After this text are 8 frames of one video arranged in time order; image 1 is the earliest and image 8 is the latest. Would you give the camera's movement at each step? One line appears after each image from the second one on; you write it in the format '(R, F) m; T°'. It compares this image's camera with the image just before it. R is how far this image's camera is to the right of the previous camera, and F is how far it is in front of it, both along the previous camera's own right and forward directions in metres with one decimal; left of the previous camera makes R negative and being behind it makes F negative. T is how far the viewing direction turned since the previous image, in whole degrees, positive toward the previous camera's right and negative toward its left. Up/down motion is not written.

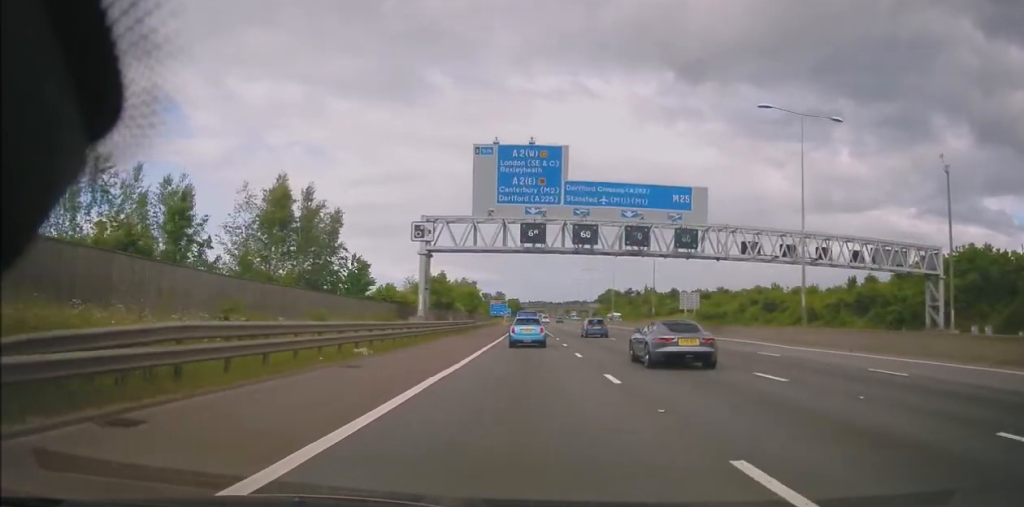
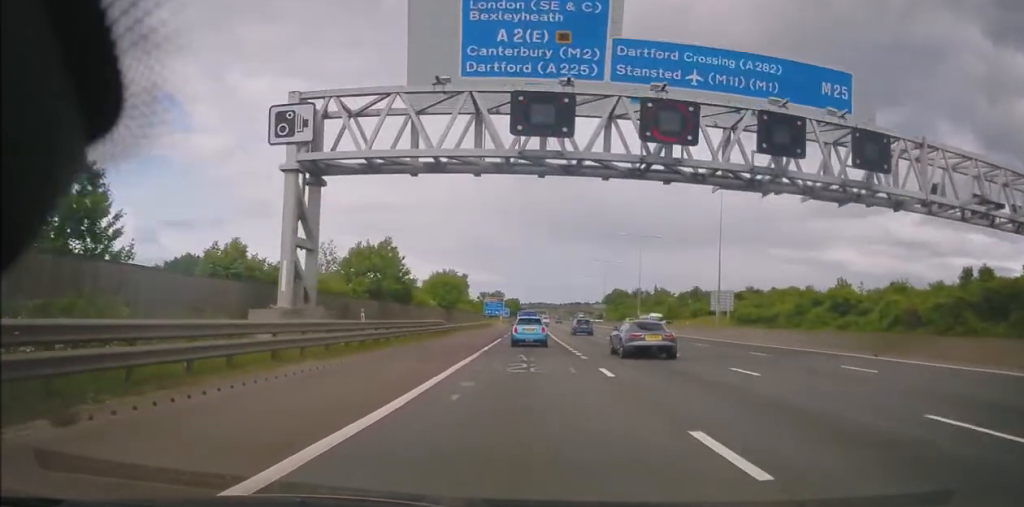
(+0.3, +25.6) m; +2°
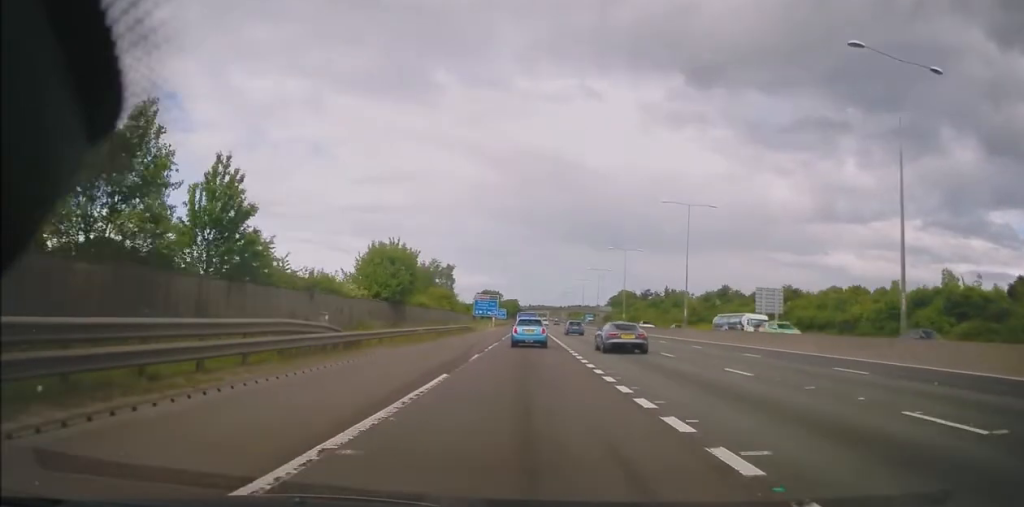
(+0.1, +25.8) m; -1°
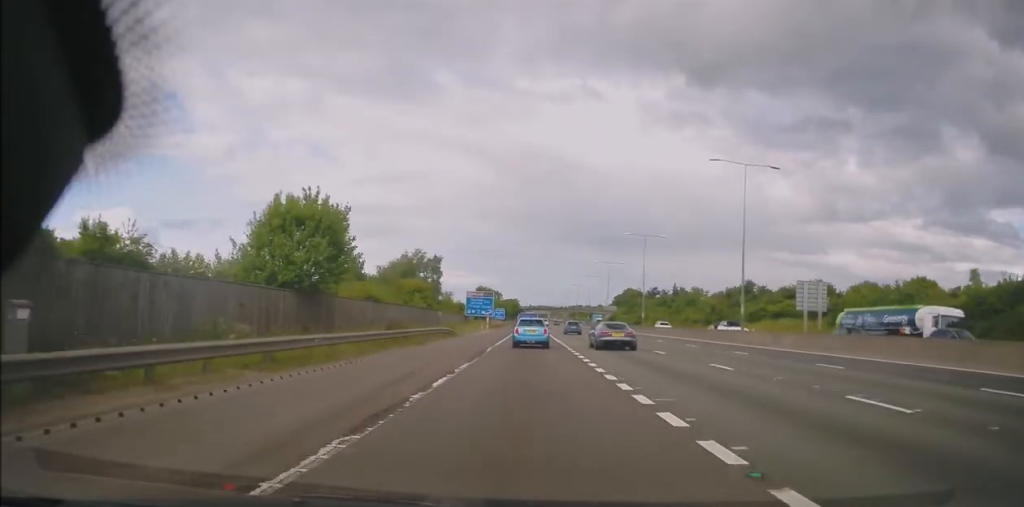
(-0.3, +15.9) m; 0°
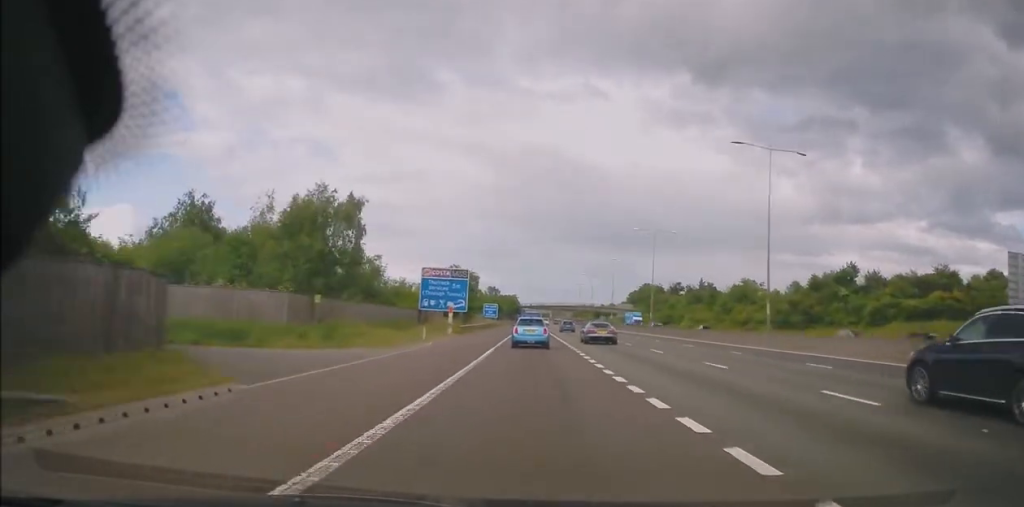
(0.0, +43.2) m; 0°
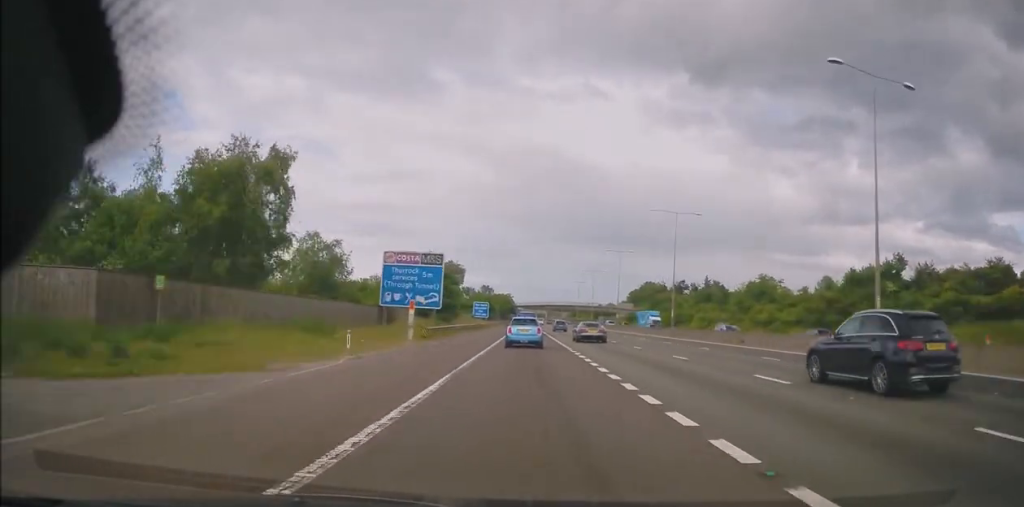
(+0.3, +14.0) m; 0°
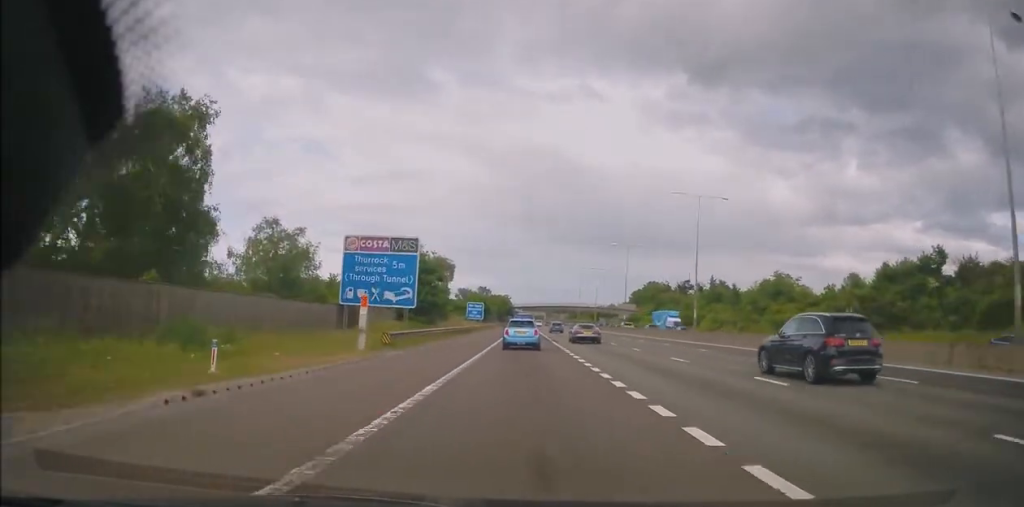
(0.0, +9.3) m; 0°
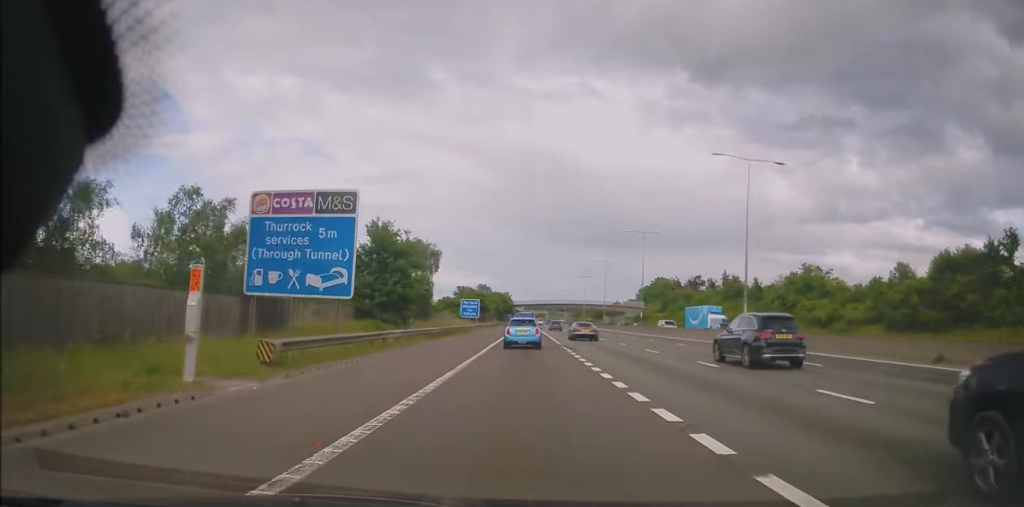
(-0.2, +12.7) m; 0°
